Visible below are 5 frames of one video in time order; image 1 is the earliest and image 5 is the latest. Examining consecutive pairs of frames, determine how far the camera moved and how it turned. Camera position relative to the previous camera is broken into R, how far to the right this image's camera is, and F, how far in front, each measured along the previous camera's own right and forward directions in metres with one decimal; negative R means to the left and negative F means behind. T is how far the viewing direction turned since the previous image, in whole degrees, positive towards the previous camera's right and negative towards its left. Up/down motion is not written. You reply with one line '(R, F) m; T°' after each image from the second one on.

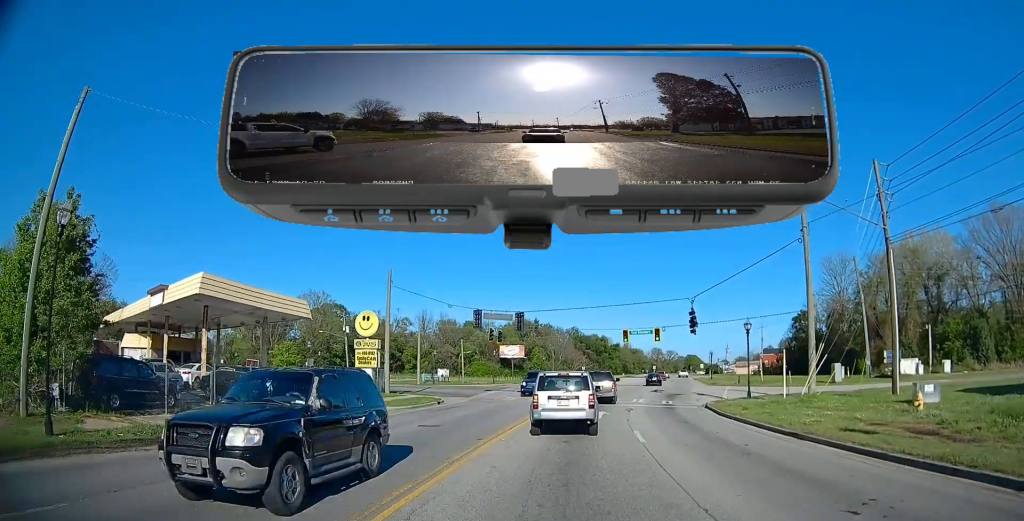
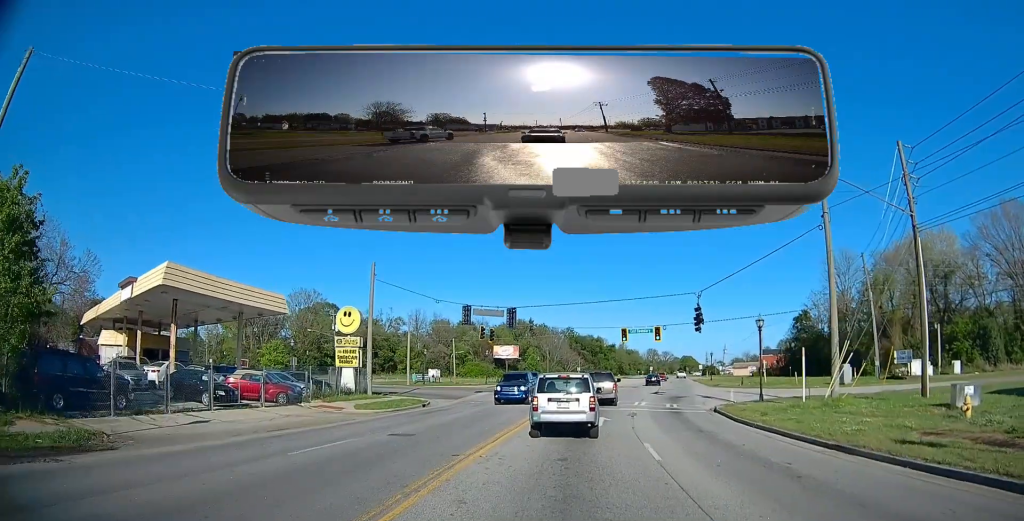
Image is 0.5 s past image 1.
(0.0, +2.7) m; +1°
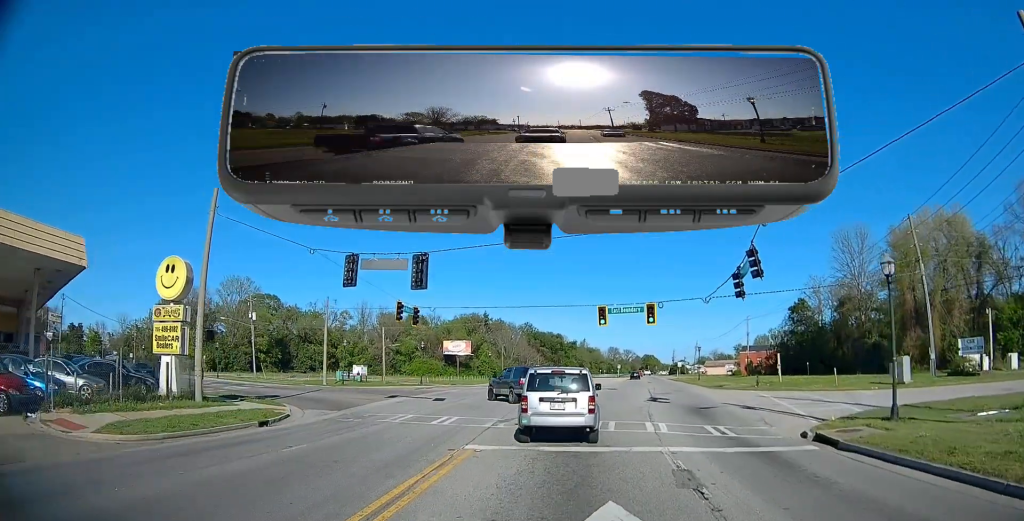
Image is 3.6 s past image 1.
(+0.1, +14.9) m; +2°
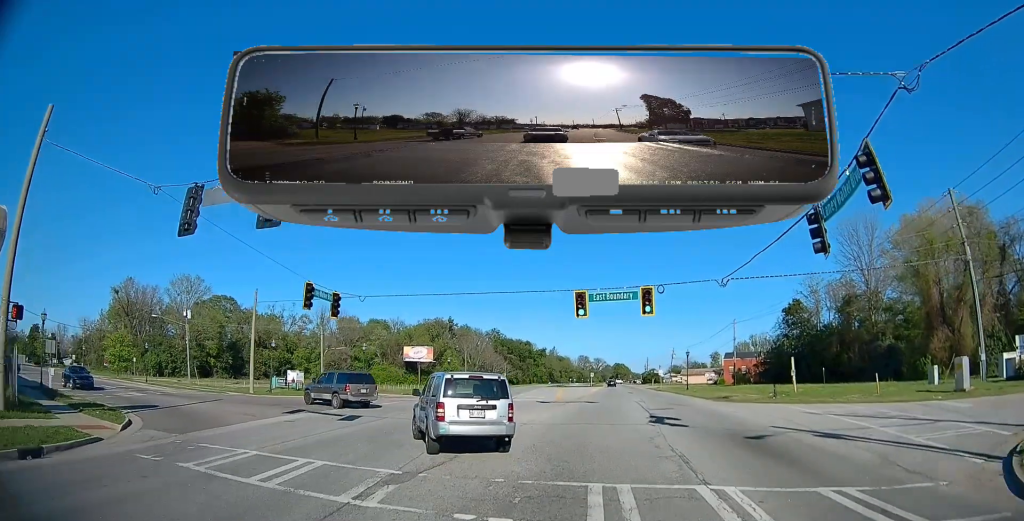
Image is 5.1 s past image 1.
(+0.4, +9.2) m; +6°
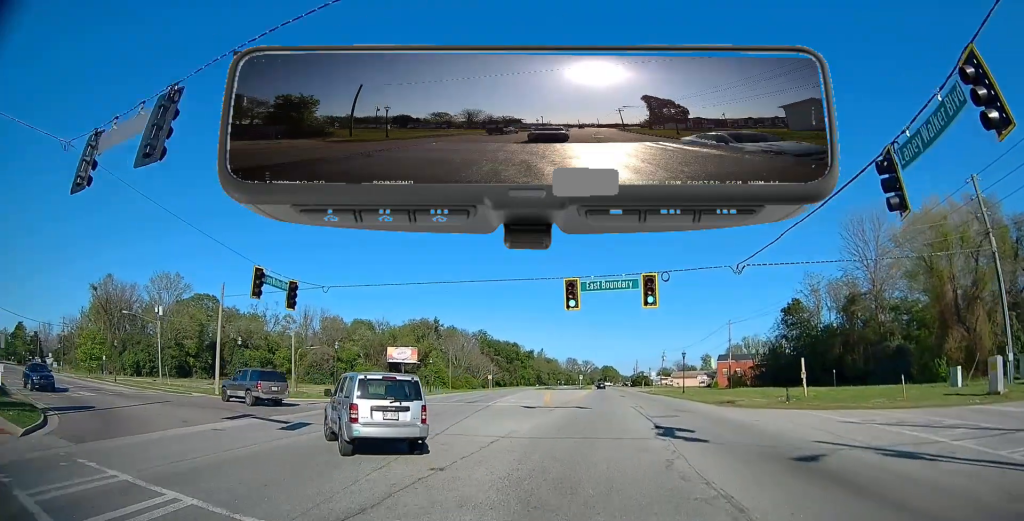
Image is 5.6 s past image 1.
(+0.1, +3.7) m; +2°
